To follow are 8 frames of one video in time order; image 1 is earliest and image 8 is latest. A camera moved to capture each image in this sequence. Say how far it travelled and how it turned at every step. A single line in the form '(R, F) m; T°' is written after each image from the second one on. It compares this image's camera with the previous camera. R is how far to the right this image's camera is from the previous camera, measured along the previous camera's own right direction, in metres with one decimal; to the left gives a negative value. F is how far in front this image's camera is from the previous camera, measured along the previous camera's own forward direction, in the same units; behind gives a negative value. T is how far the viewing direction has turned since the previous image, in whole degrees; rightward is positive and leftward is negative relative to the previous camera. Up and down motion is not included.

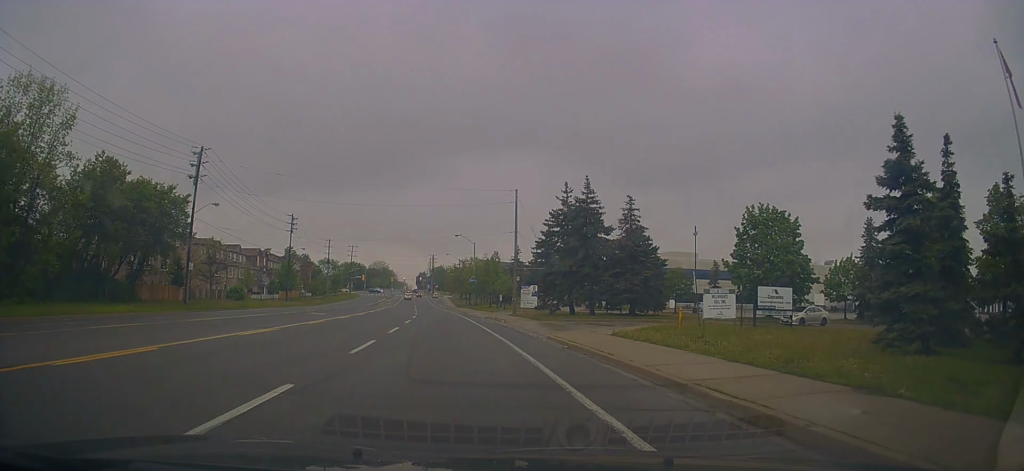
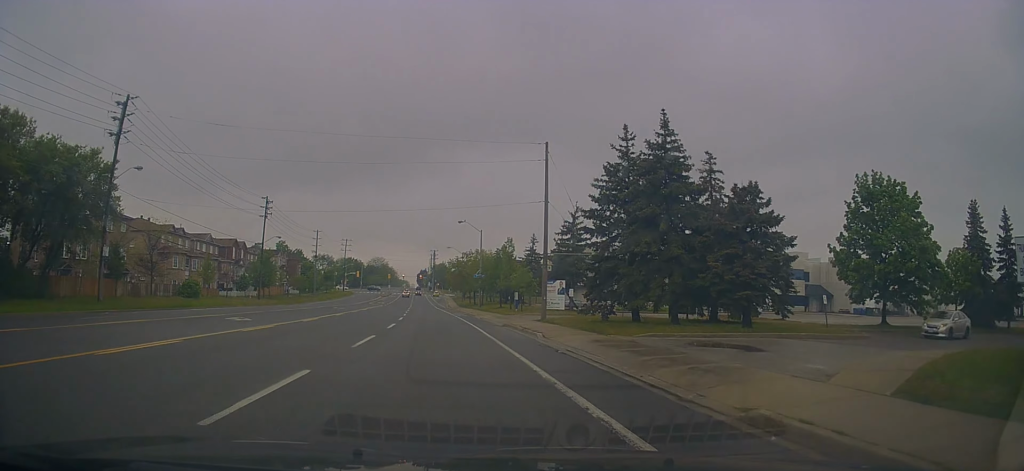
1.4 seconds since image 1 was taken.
(0.0, +15.4) m; +2°
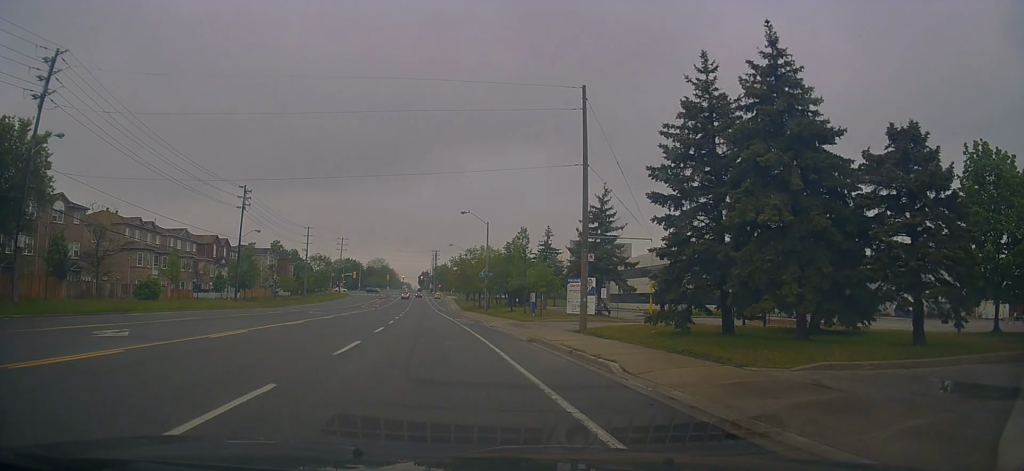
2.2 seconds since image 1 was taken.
(0.0, +9.8) m; 0°
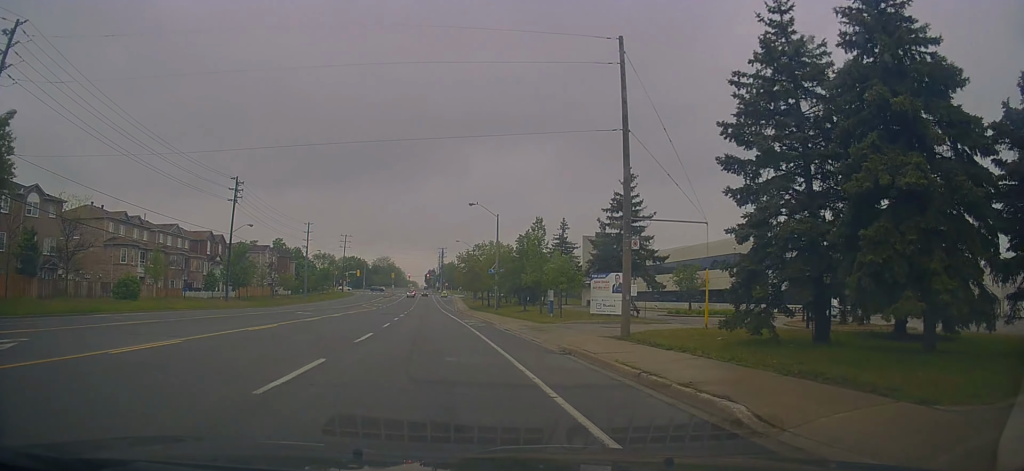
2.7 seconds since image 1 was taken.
(0.0, +5.1) m; -1°
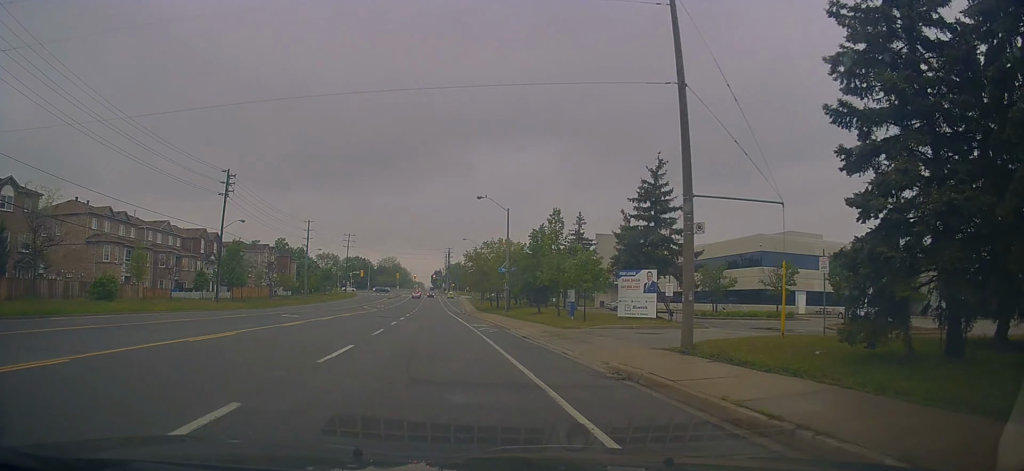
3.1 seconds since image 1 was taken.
(+0.1, +4.7) m; -1°
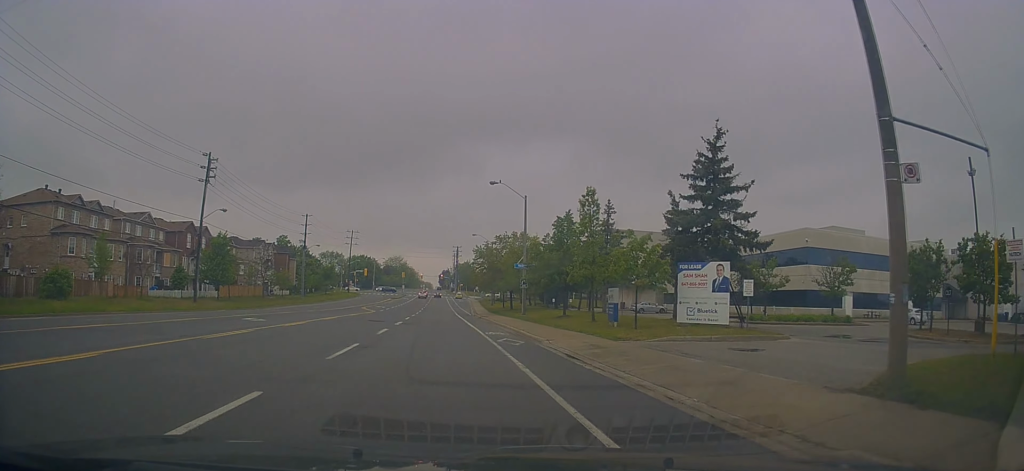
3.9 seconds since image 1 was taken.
(-0.2, +7.7) m; -1°
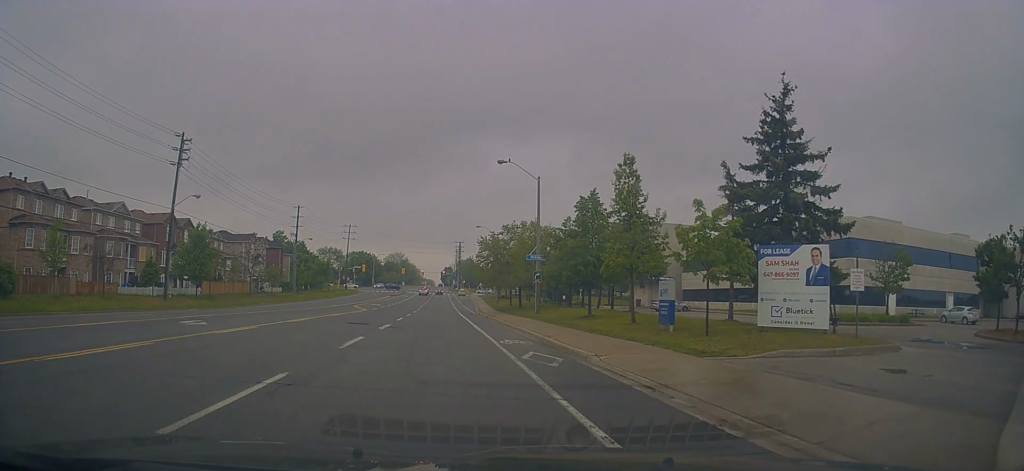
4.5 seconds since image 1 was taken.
(-0.2, +6.6) m; 0°
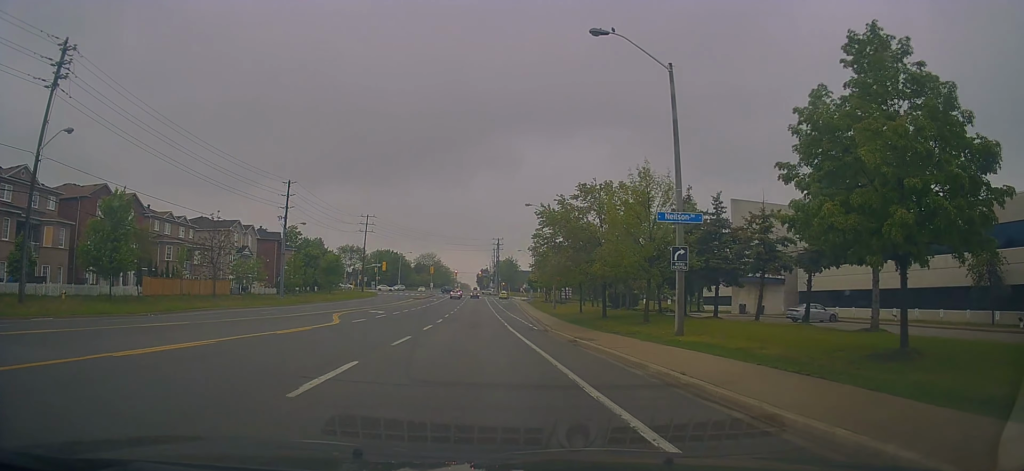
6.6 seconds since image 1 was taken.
(-1.1, +22.3) m; -4°
